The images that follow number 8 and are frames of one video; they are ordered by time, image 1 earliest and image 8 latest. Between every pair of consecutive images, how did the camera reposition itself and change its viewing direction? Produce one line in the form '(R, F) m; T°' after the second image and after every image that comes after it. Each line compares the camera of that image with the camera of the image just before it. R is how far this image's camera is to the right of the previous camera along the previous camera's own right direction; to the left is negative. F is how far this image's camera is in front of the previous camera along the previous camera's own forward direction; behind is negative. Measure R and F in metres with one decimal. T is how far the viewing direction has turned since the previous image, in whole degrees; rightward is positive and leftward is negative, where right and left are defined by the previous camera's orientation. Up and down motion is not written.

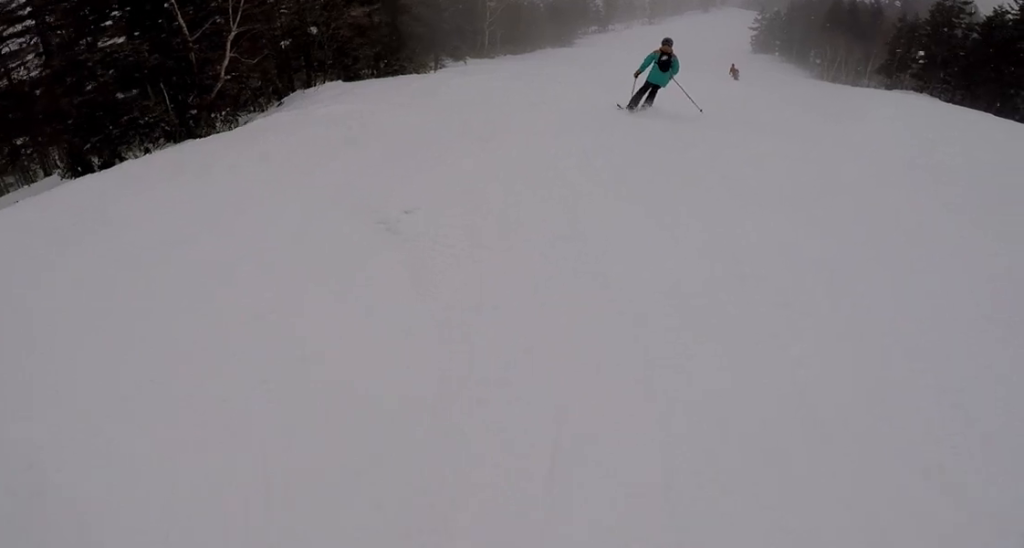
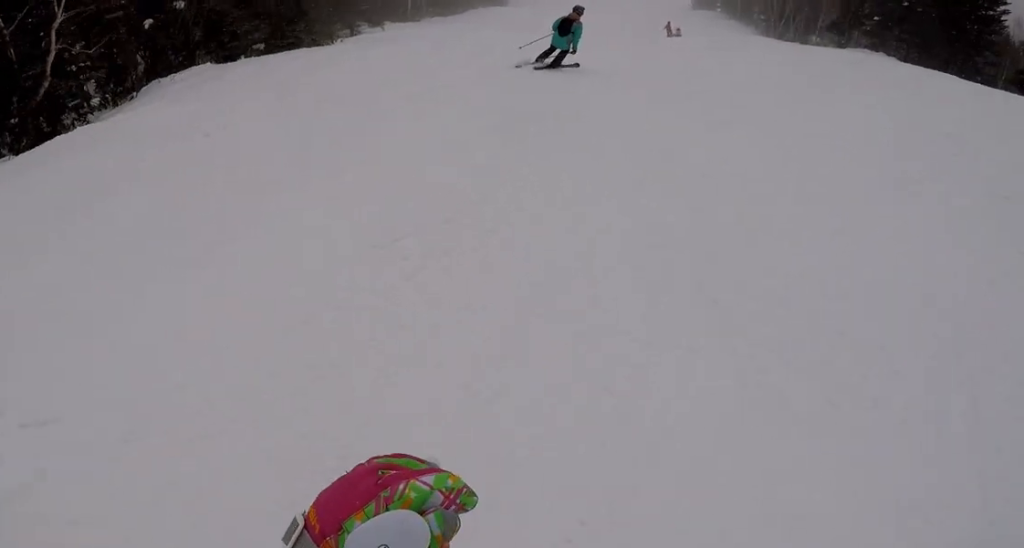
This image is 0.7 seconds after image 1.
(+0.1, +3.5) m; -3°
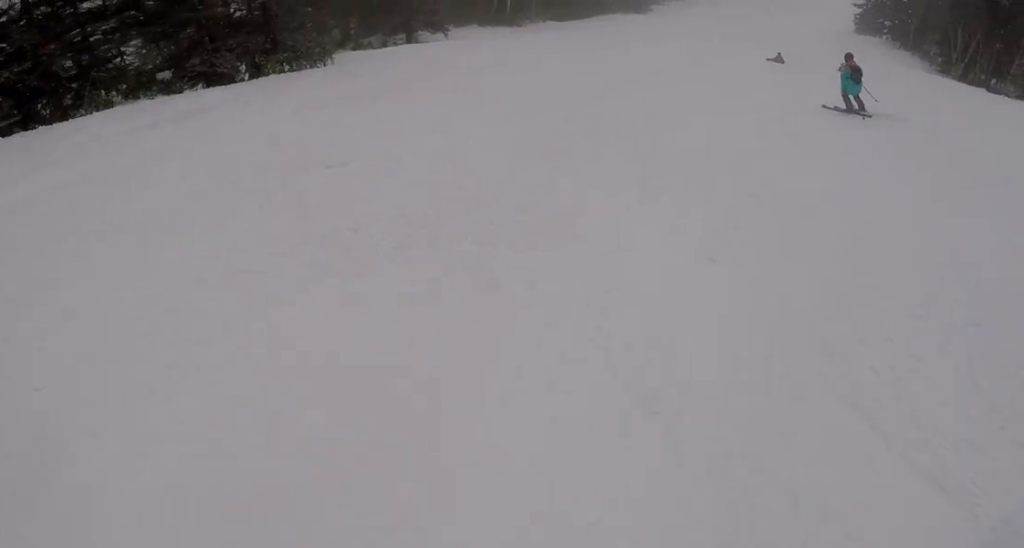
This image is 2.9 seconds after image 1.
(-2.8, +11.3) m; -11°
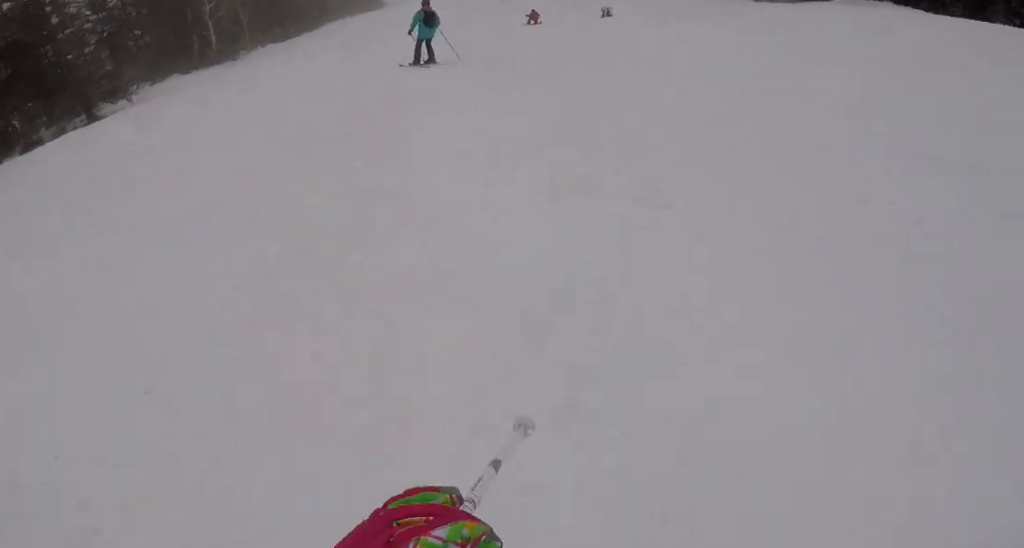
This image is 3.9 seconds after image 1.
(+1.0, +5.4) m; +14°
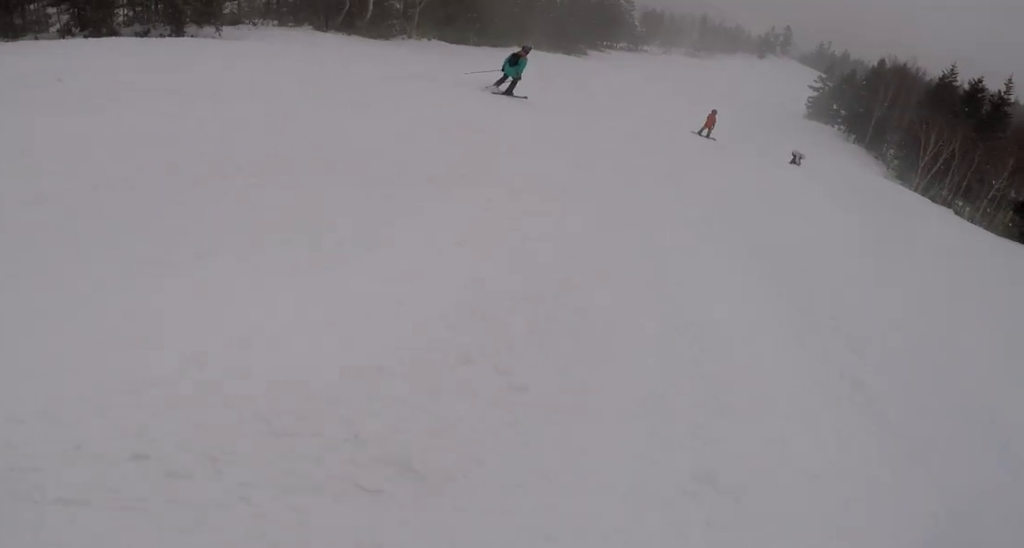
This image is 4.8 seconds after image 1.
(+0.4, +5.3) m; -13°
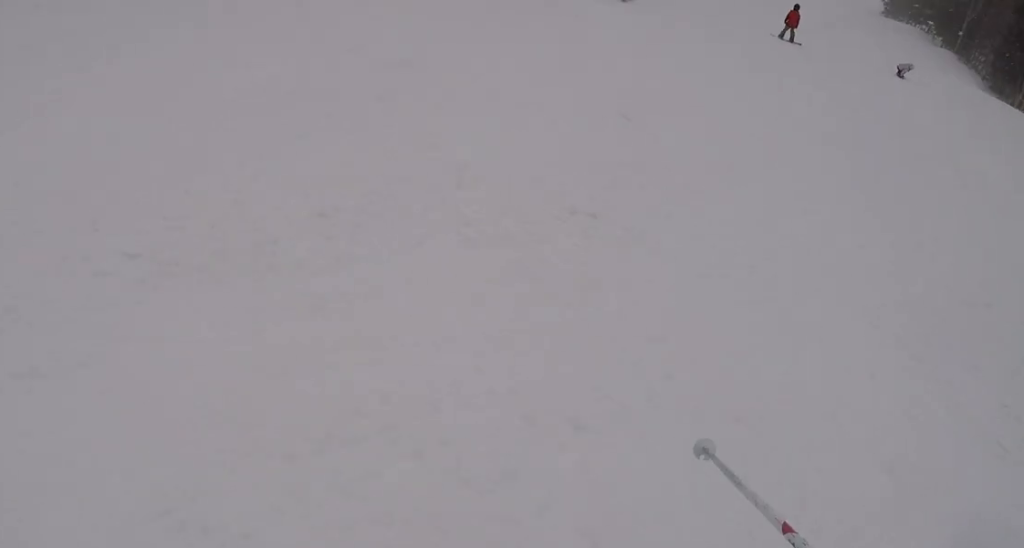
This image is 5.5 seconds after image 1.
(-0.6, +3.8) m; -14°
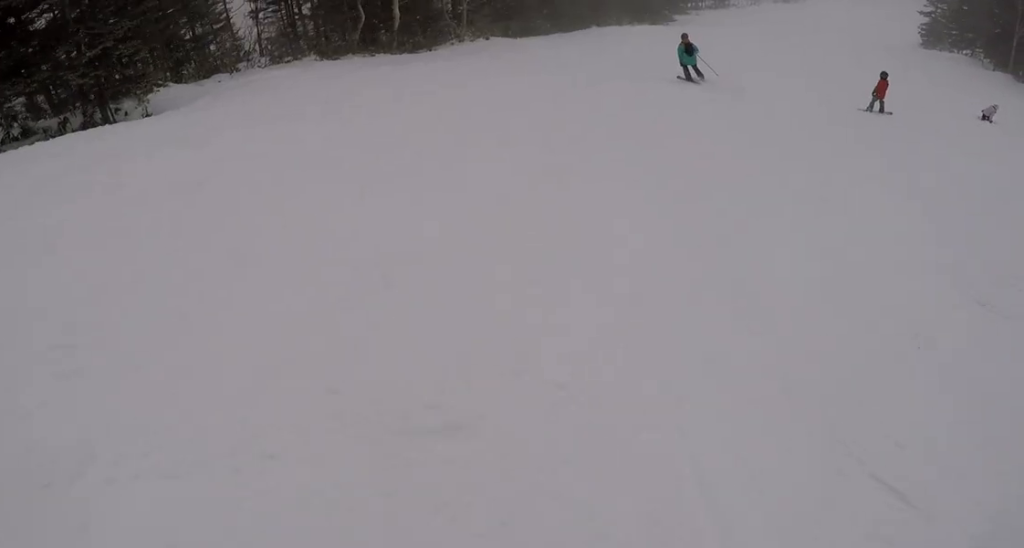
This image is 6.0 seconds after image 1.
(-1.4, +3.1) m; -6°
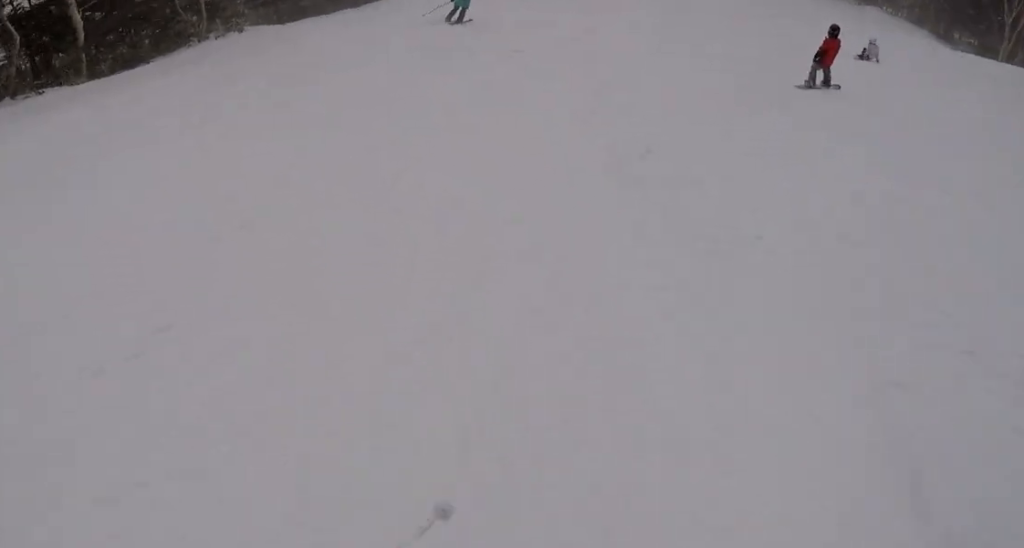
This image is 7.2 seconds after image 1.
(+1.9, +7.2) m; +25°
